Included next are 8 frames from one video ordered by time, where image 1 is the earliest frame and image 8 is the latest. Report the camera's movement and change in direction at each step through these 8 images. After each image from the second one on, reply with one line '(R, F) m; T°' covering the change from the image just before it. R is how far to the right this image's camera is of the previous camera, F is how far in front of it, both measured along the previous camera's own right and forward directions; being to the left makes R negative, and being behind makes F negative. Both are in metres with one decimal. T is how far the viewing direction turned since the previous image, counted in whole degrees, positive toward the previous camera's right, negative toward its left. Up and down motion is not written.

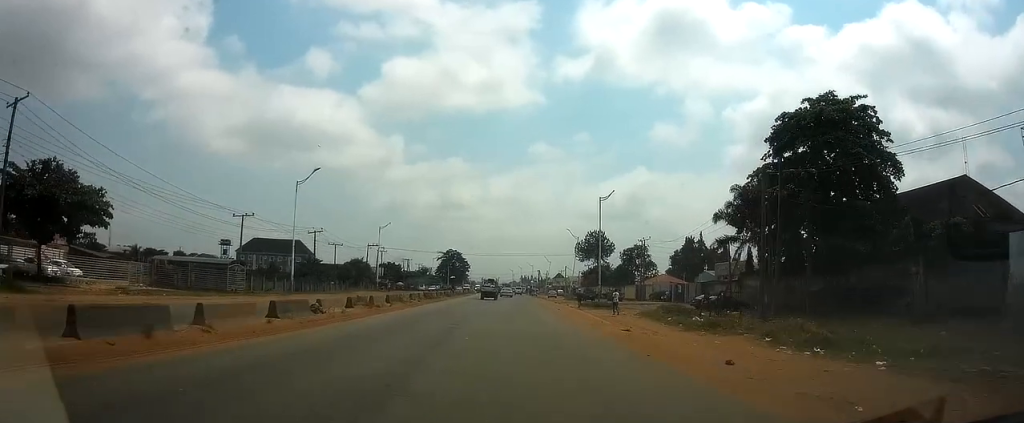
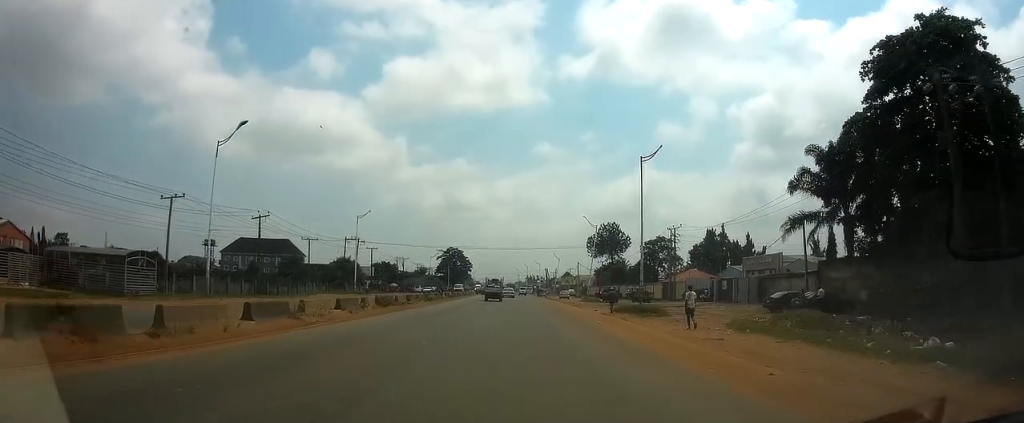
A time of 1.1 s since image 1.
(0.0, +15.2) m; 0°
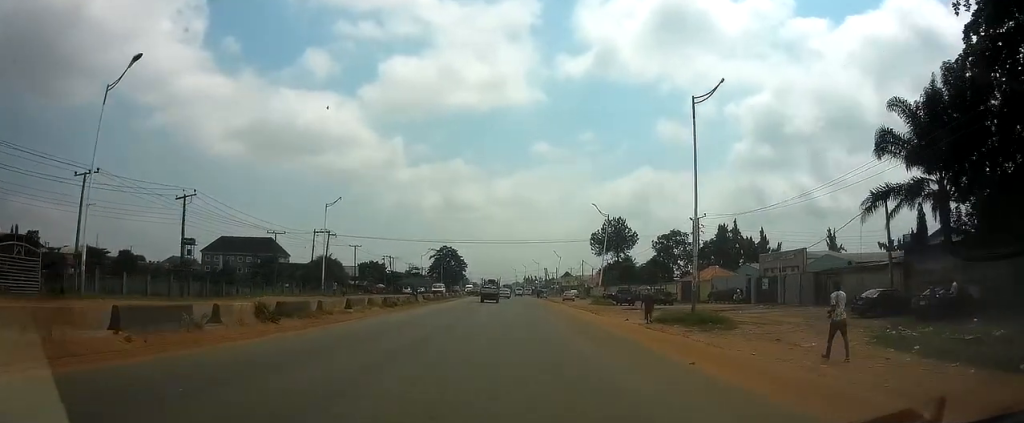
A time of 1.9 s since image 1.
(0.0, +11.8) m; 0°
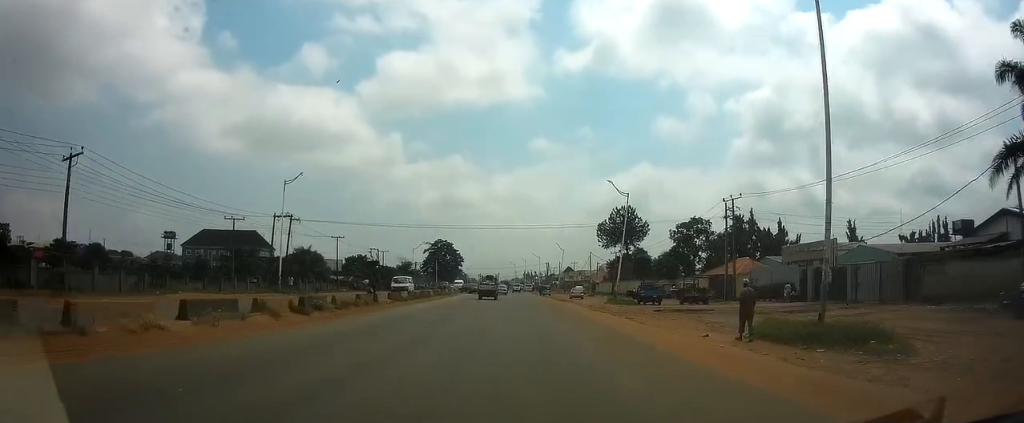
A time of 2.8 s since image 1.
(0.0, +11.8) m; 0°
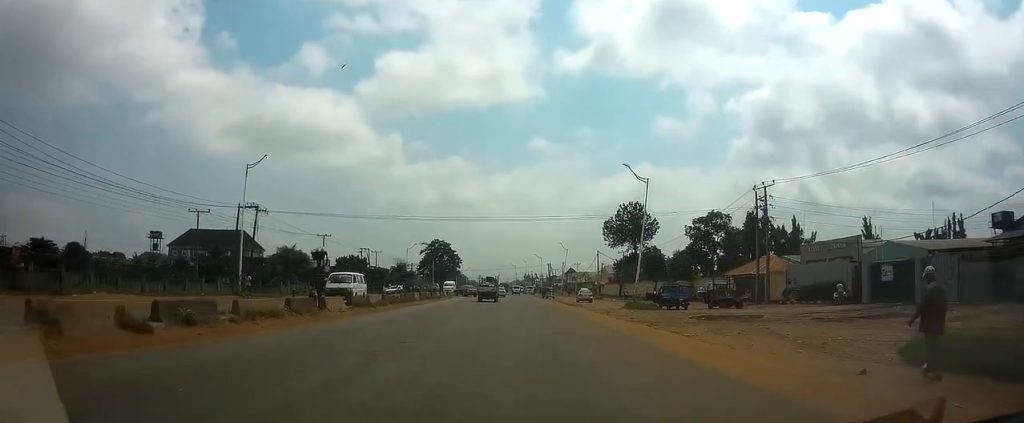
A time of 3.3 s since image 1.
(+0.1, +7.9) m; 0°
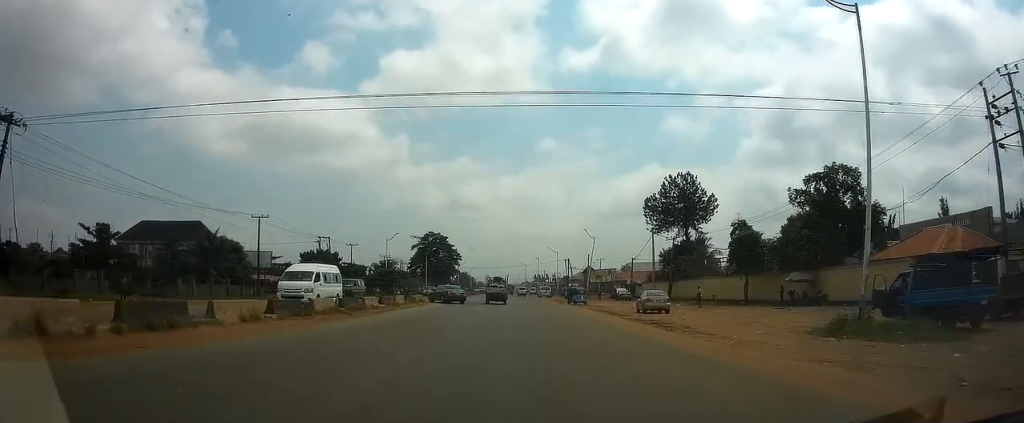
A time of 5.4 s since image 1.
(-0.4, +29.9) m; -1°
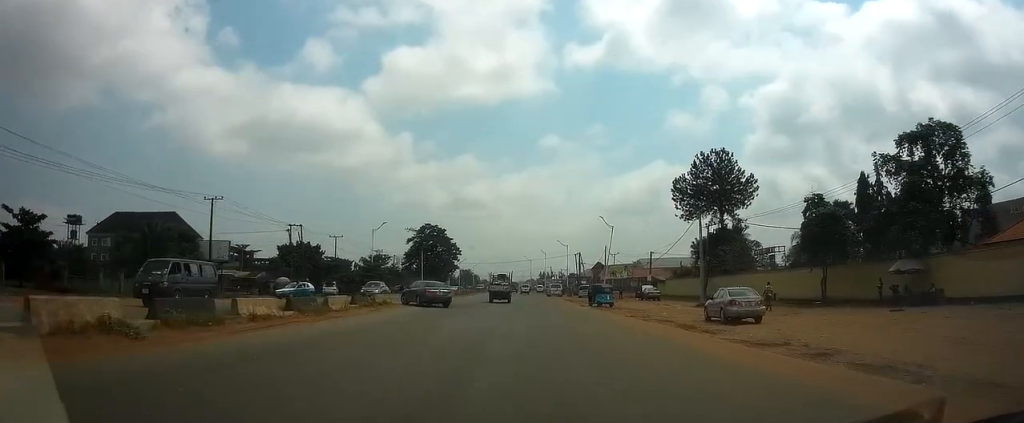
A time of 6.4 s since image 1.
(0.0, +13.2) m; -1°
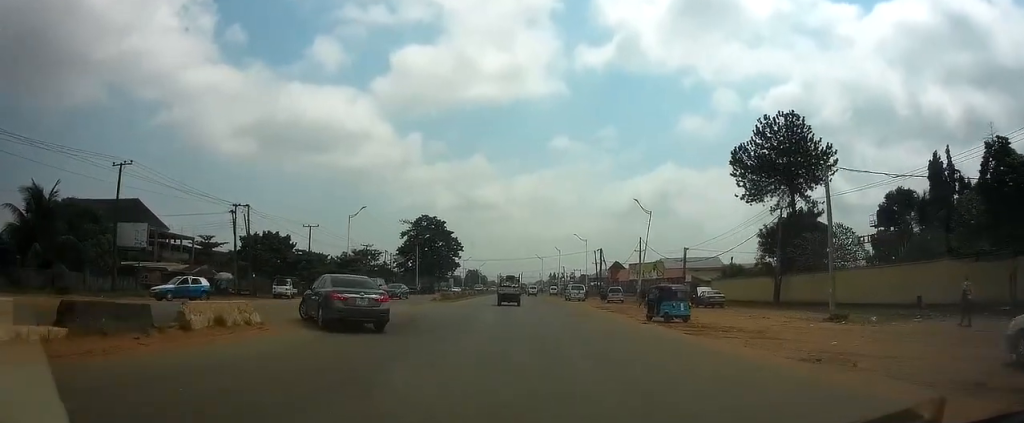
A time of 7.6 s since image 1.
(-0.2, +17.8) m; -2°
